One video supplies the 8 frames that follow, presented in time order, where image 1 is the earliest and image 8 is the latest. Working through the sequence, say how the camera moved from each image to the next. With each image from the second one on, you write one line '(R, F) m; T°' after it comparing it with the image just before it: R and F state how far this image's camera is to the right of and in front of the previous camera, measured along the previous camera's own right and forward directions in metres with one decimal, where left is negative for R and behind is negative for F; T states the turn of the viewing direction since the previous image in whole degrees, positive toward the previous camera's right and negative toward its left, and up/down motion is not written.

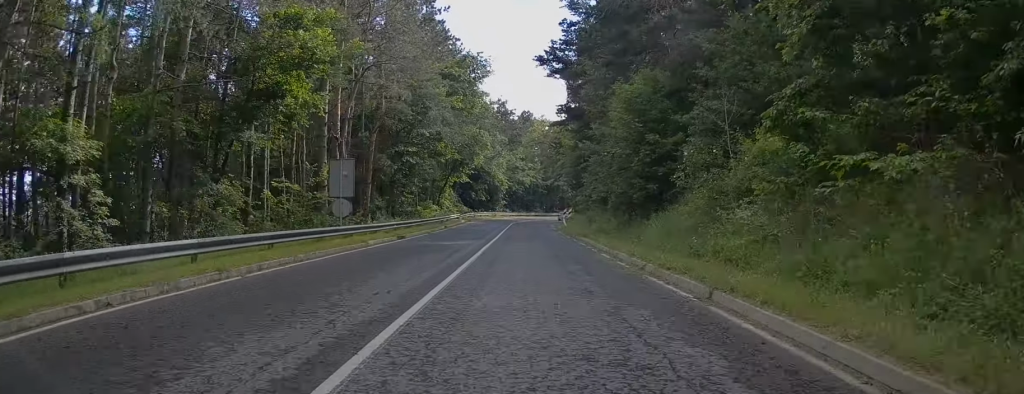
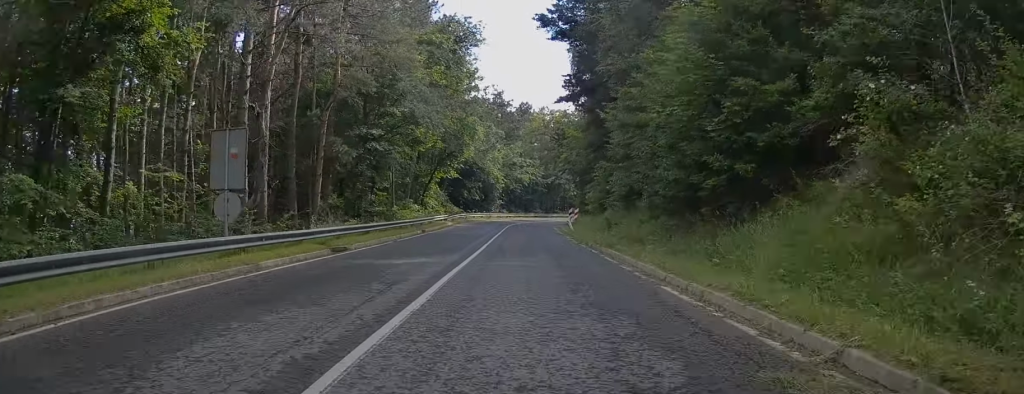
(-0.1, +9.4) m; 0°
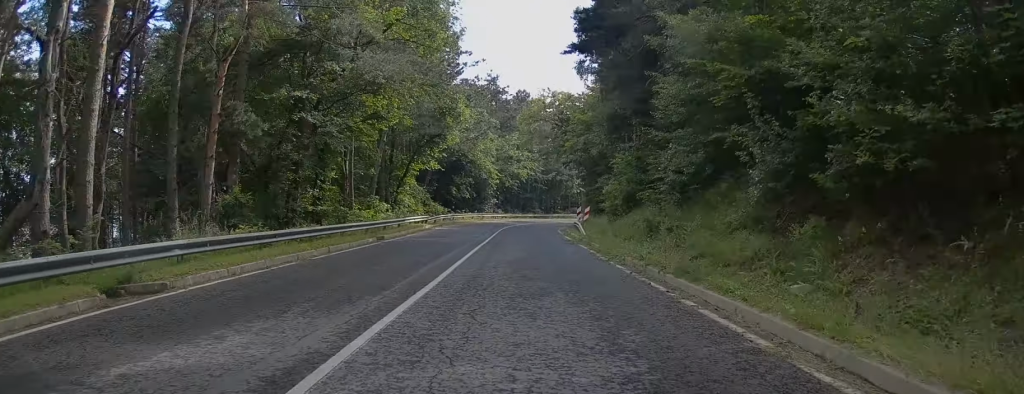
(+0.1, +10.6) m; 0°
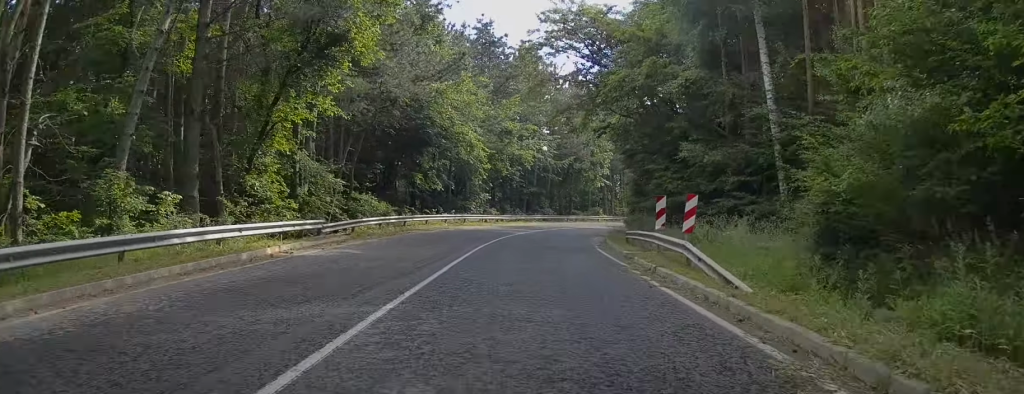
(0.0, +25.4) m; 0°
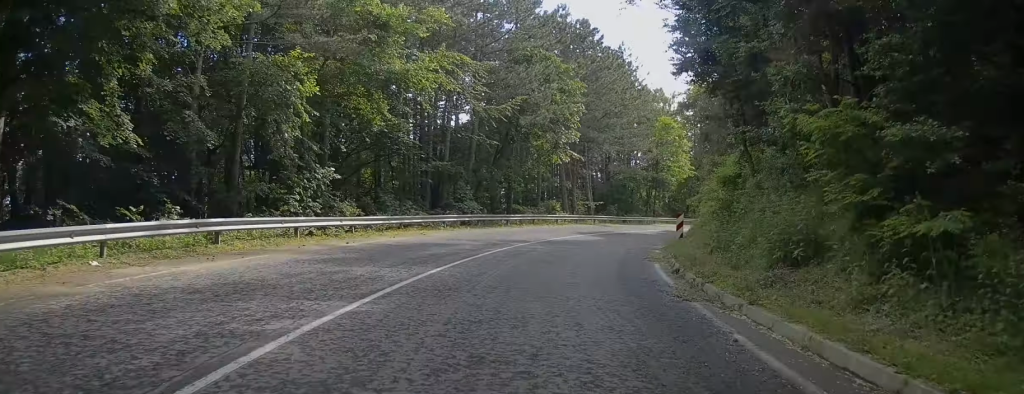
(+1.6, +30.6) m; +6°
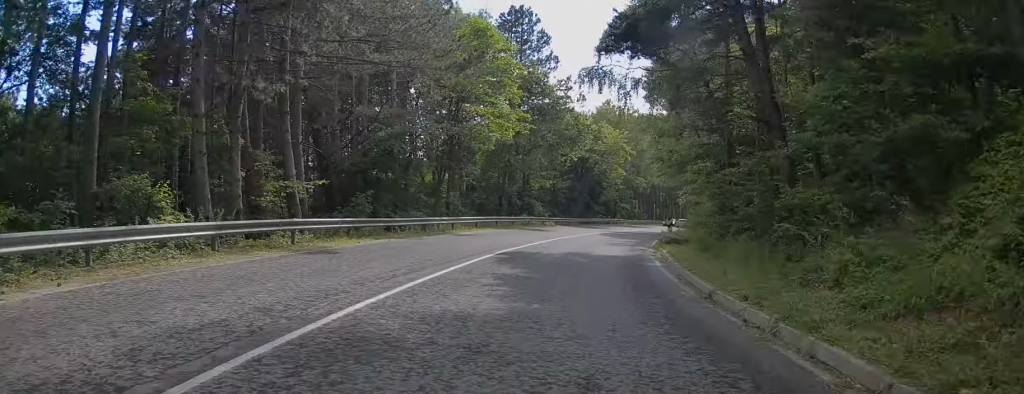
(+2.4, +33.4) m; +11°
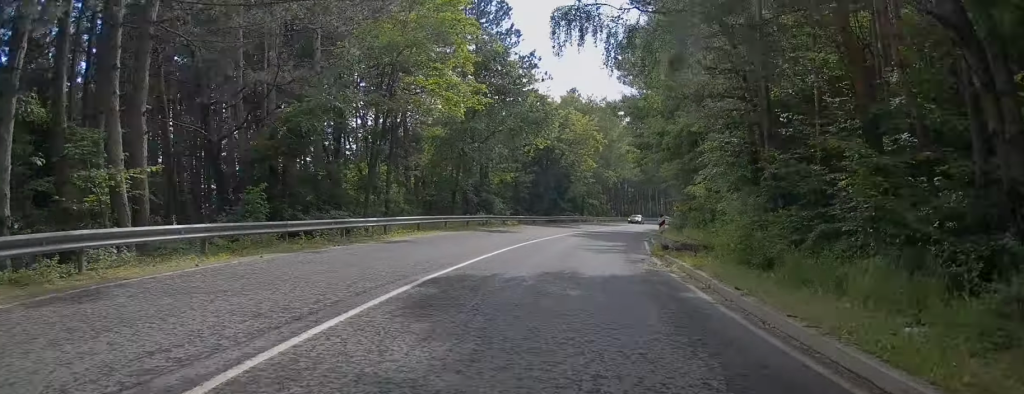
(0.0, +7.4) m; +4°
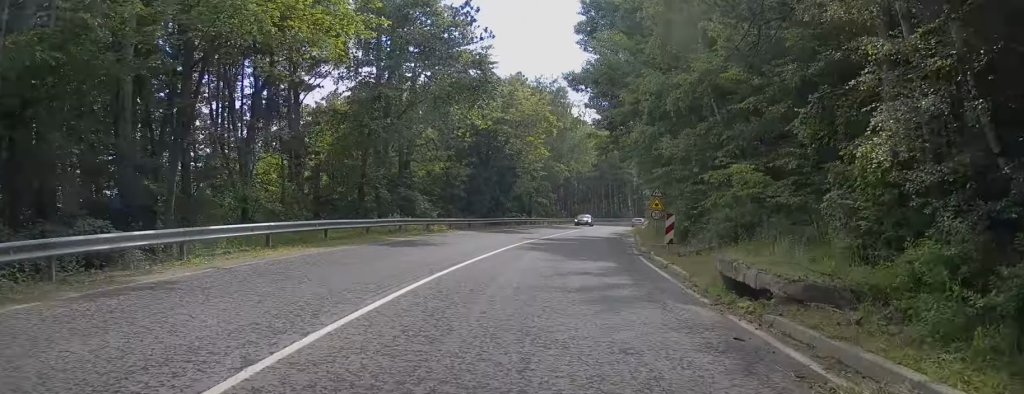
(+0.6, +11.4) m; +4°
